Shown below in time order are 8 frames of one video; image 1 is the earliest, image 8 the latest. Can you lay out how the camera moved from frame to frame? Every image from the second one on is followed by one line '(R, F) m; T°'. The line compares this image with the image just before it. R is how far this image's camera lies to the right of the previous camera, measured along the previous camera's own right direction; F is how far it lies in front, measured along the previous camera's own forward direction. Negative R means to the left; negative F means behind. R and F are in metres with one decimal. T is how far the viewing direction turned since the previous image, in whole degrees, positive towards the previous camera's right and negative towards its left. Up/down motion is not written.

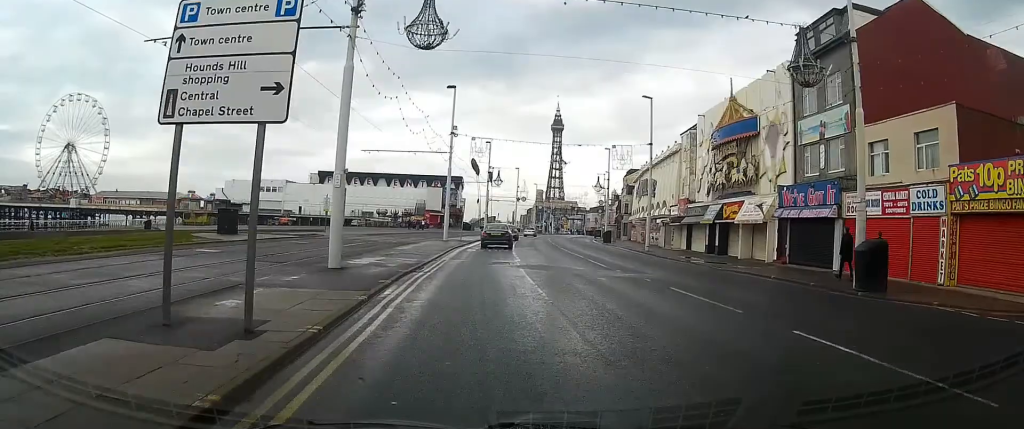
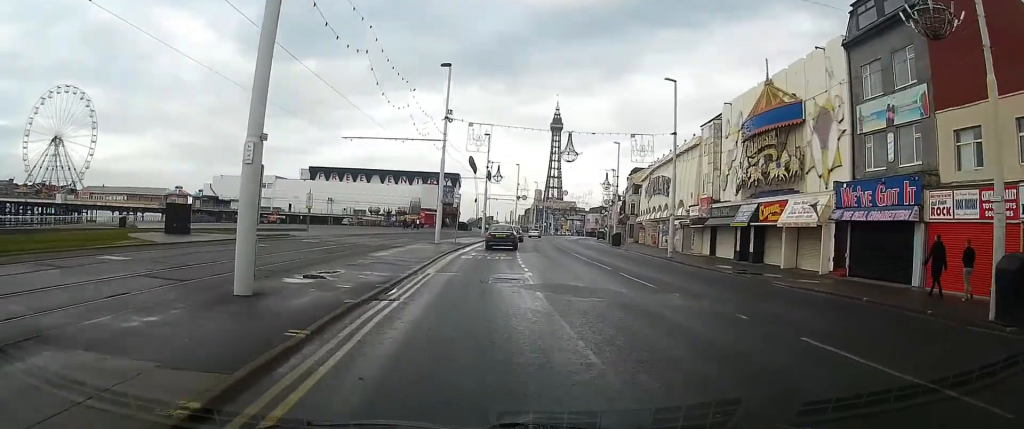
(-0.1, +6.3) m; 0°
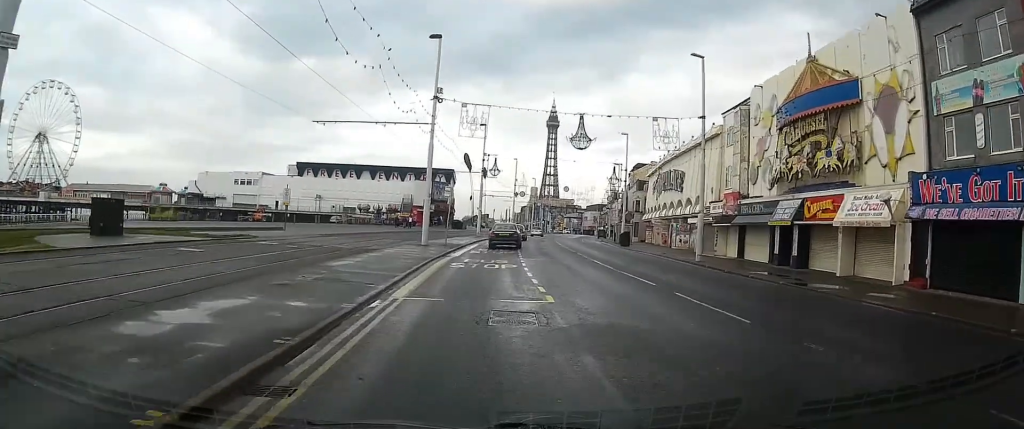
(+0.1, +6.2) m; +1°
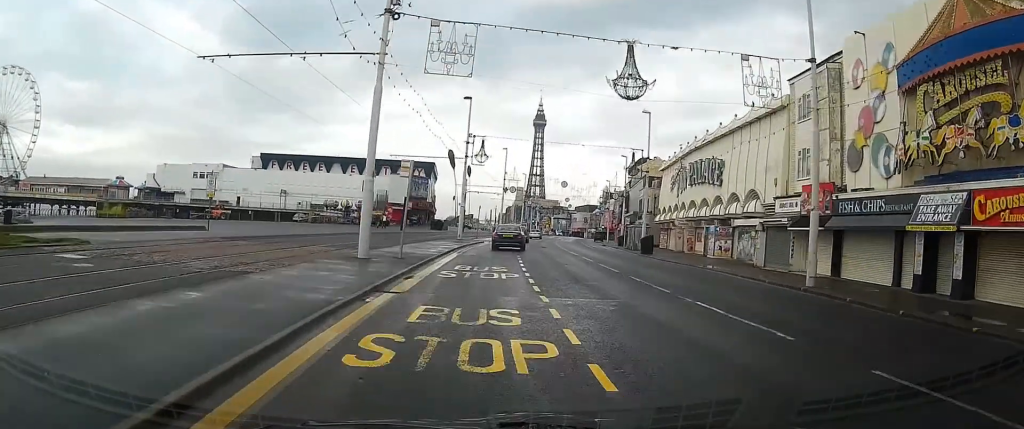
(+0.2, +13.7) m; +1°
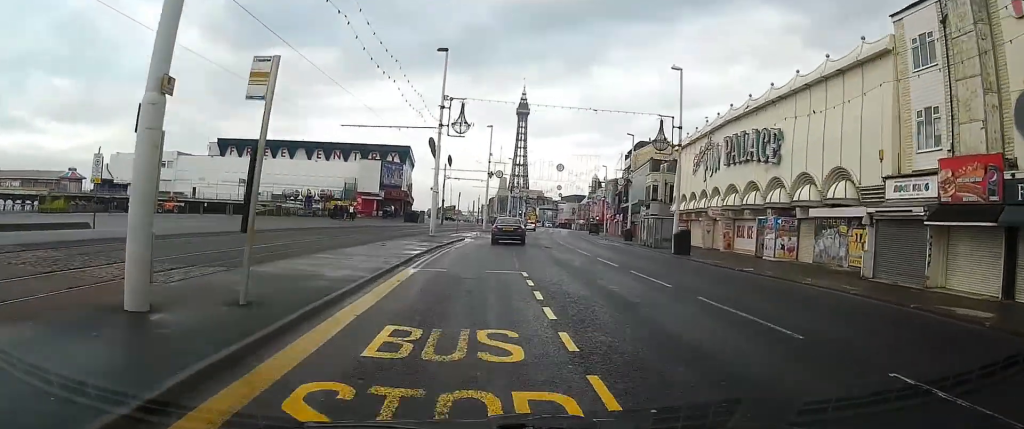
(+0.1, +12.5) m; +1°
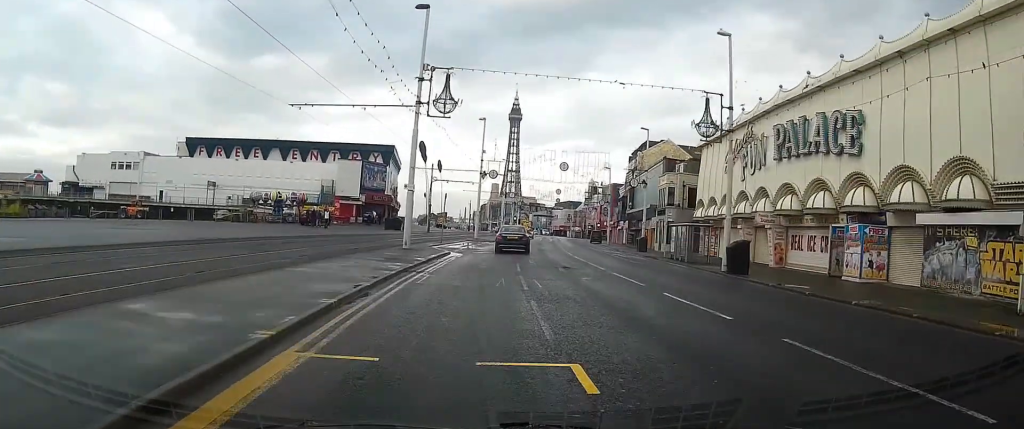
(+0.1, +9.2) m; +1°
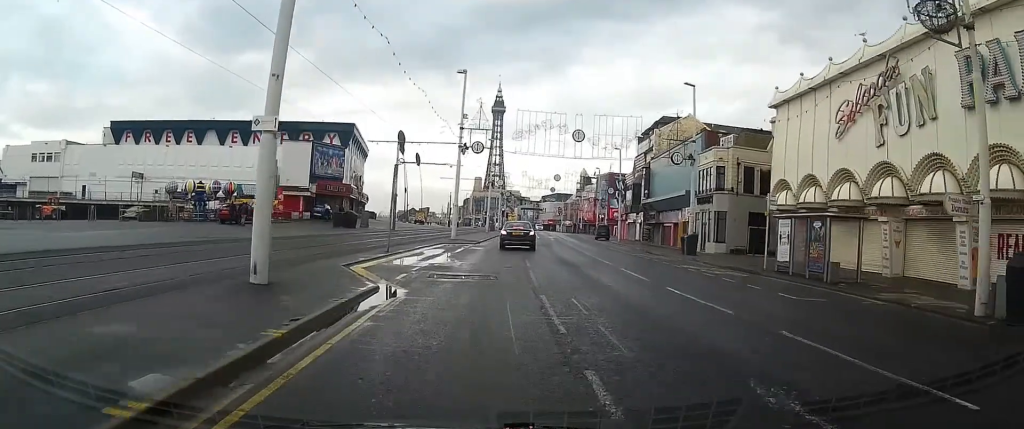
(+0.3, +17.3) m; +3°
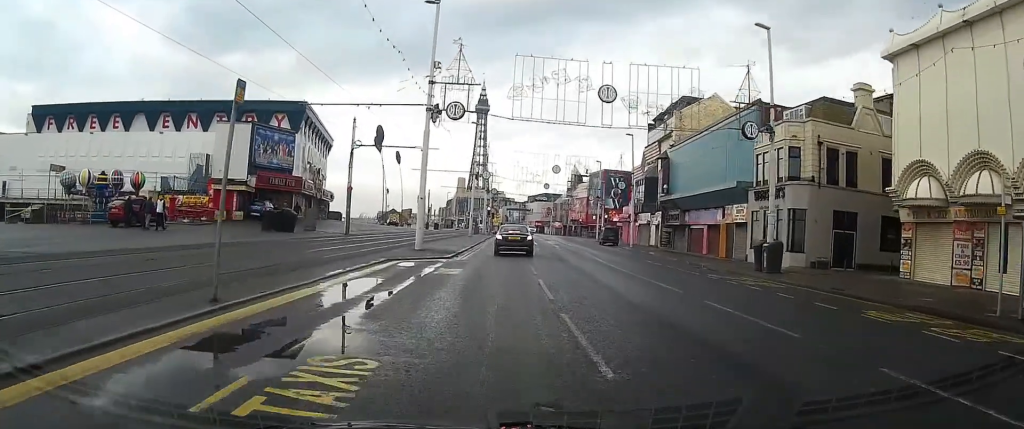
(+0.3, +13.8) m; +3°
